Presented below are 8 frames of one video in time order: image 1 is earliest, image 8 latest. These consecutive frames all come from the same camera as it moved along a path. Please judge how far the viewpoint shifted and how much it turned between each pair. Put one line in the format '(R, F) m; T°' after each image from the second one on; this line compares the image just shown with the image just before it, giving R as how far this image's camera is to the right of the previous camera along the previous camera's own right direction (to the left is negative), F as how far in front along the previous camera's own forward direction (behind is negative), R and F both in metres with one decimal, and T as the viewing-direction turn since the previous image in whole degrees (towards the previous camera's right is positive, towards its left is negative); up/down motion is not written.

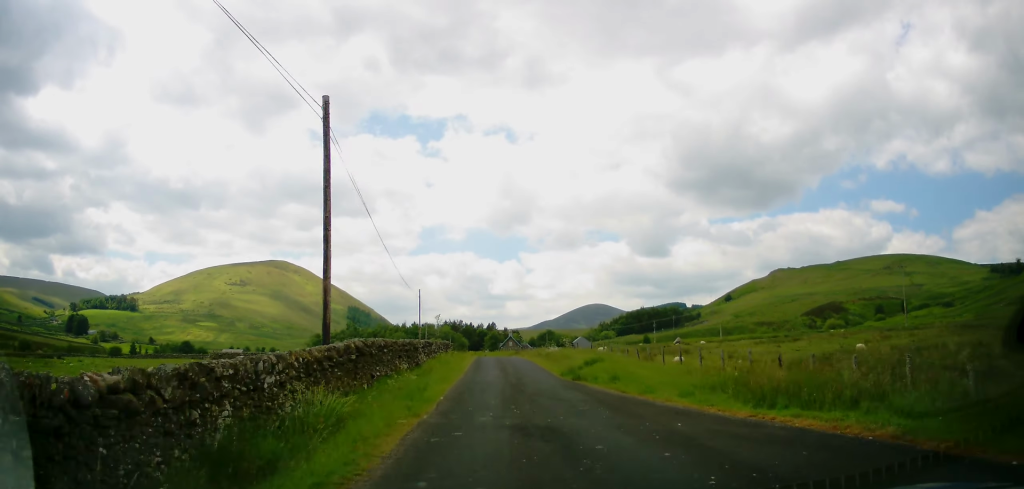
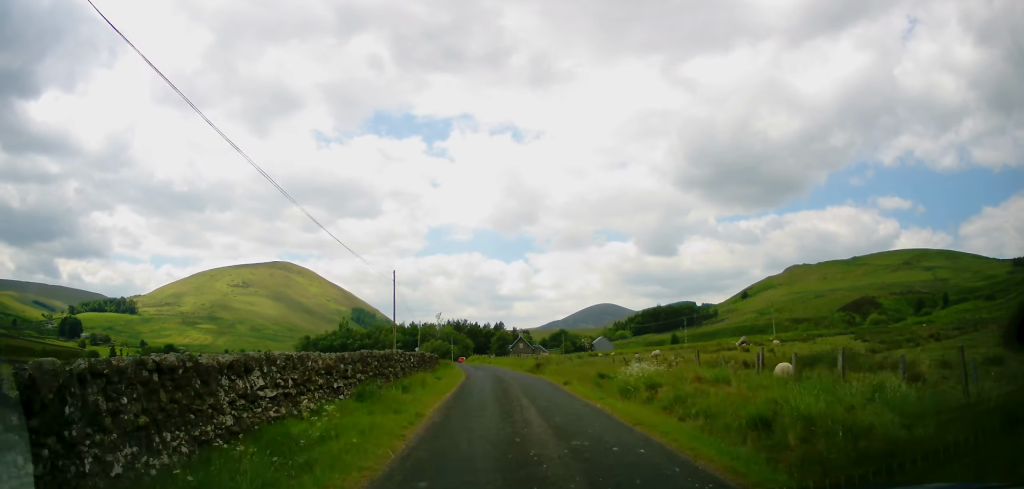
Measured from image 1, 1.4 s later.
(-0.1, +22.9) m; 0°
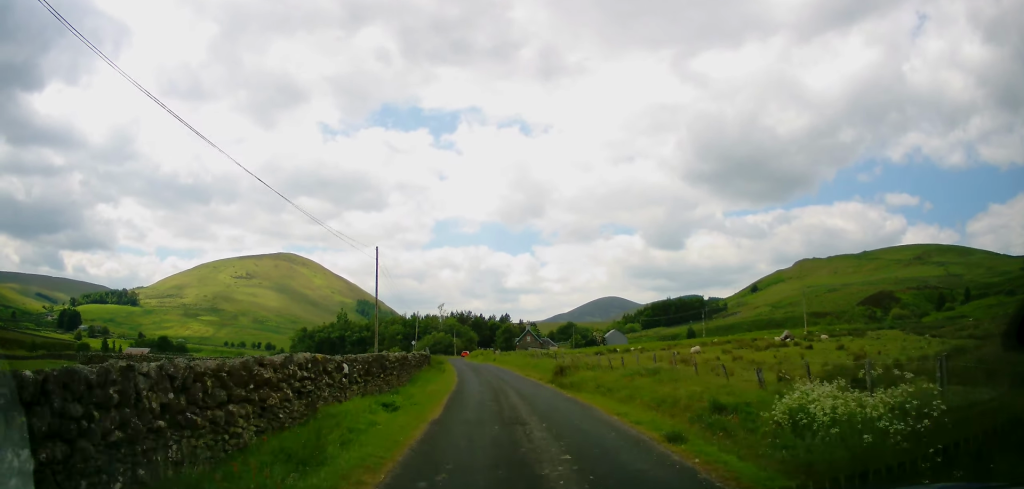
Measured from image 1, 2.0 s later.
(0.0, +10.2) m; -1°
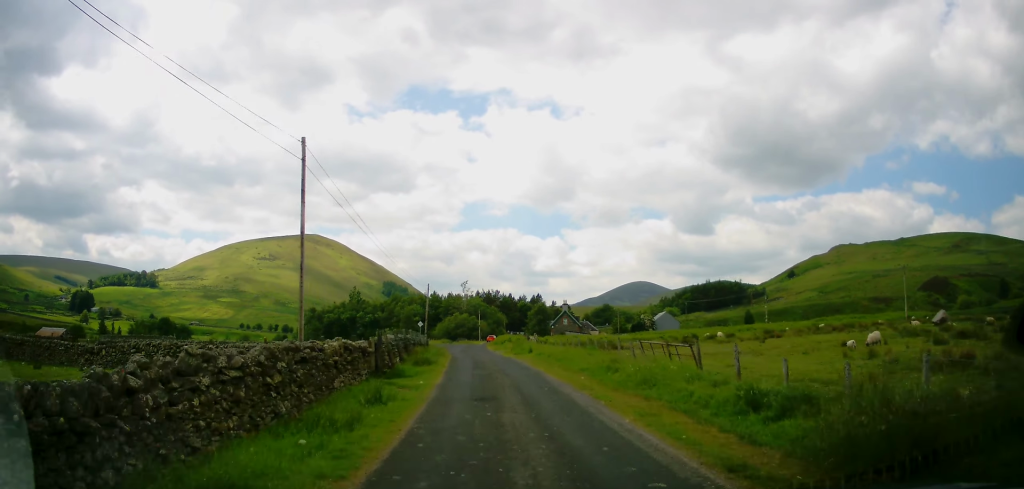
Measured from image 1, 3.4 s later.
(-0.6, +21.4) m; -4°
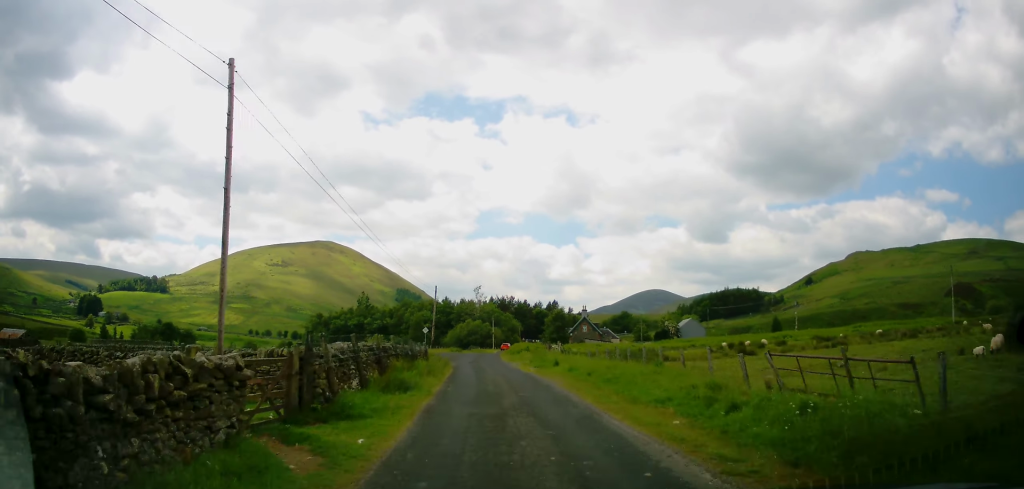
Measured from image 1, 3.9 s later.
(-0.1, +7.7) m; -1°
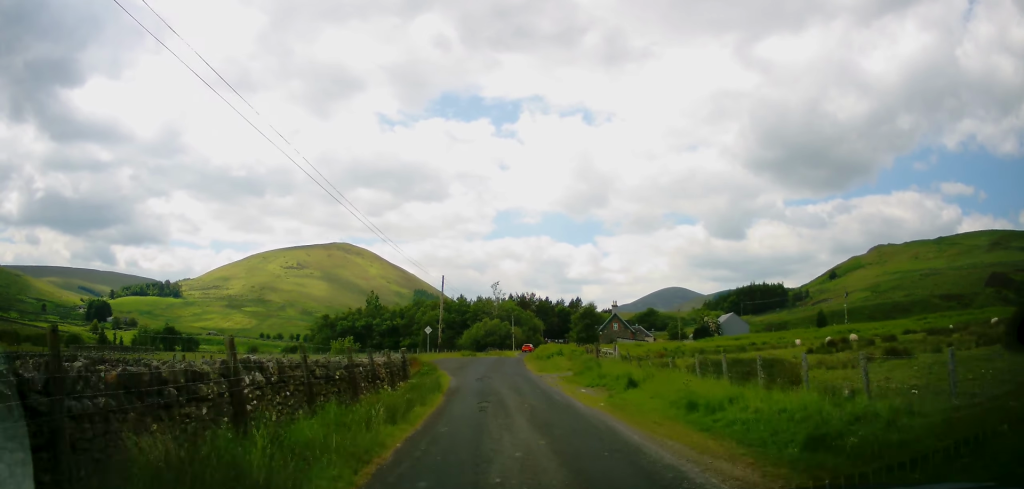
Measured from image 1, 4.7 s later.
(-0.1, +12.5) m; -1°
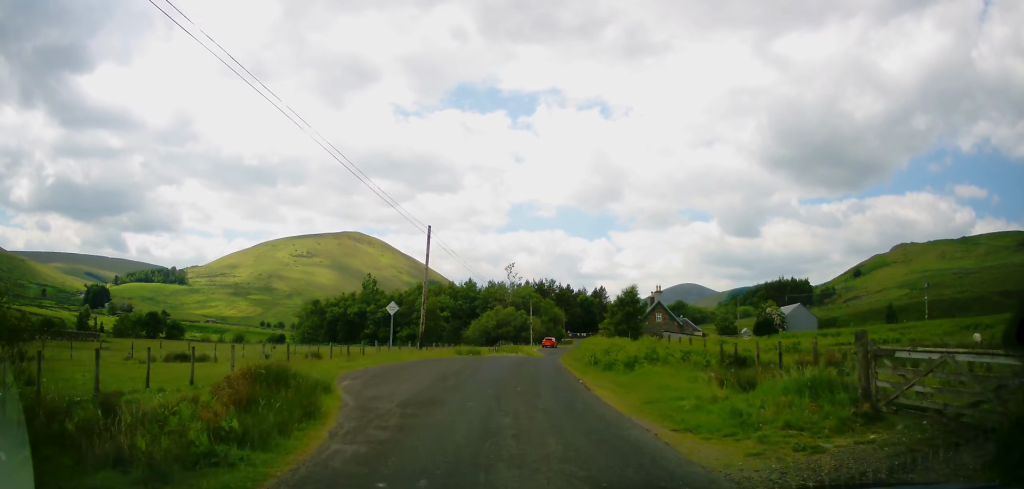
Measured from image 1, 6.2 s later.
(-0.2, +20.8) m; -1°
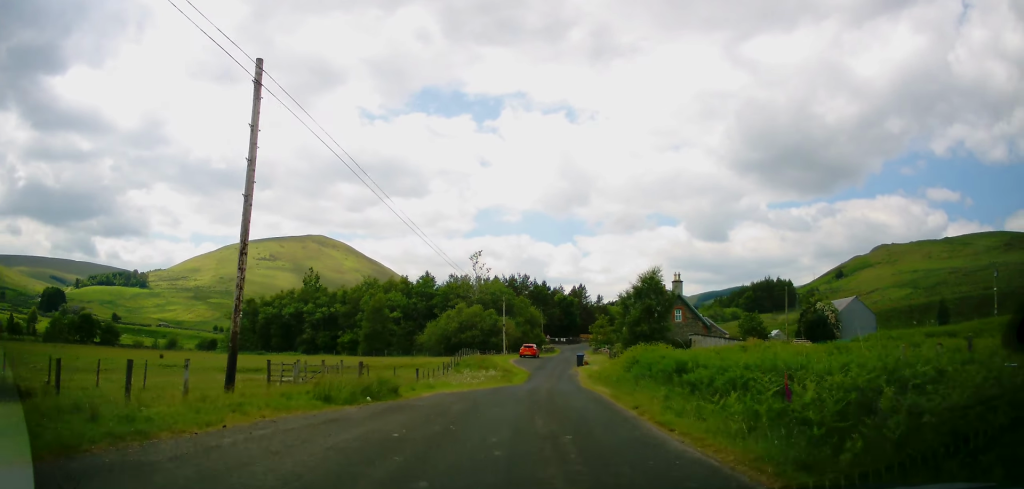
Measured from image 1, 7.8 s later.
(-0.2, +22.5) m; +4°
